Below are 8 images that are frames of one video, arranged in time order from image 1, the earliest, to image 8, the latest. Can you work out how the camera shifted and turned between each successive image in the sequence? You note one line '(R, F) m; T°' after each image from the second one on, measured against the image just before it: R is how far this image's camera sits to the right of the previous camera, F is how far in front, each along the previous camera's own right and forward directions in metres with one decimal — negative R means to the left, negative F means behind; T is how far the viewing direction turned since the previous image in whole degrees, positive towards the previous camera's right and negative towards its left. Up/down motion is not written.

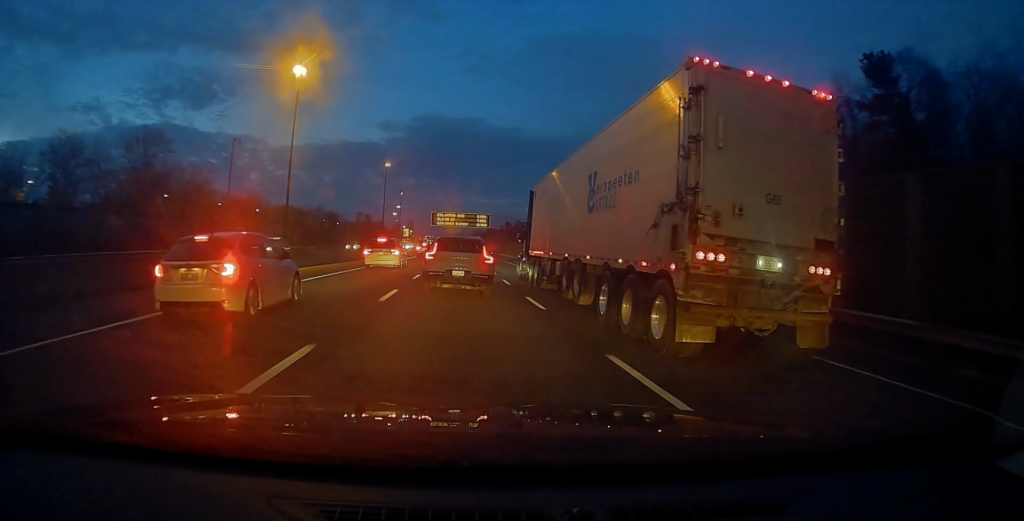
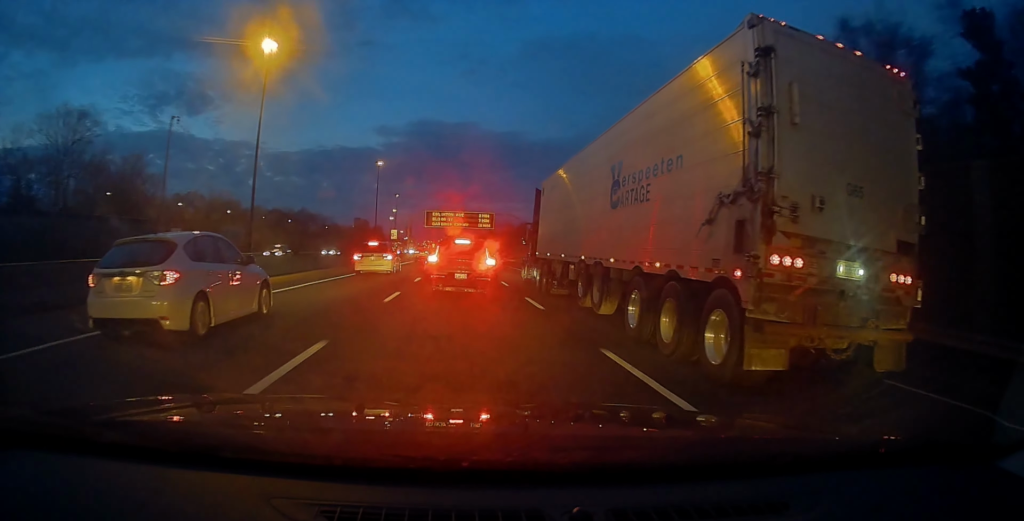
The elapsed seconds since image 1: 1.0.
(0.0, +18.2) m; -1°
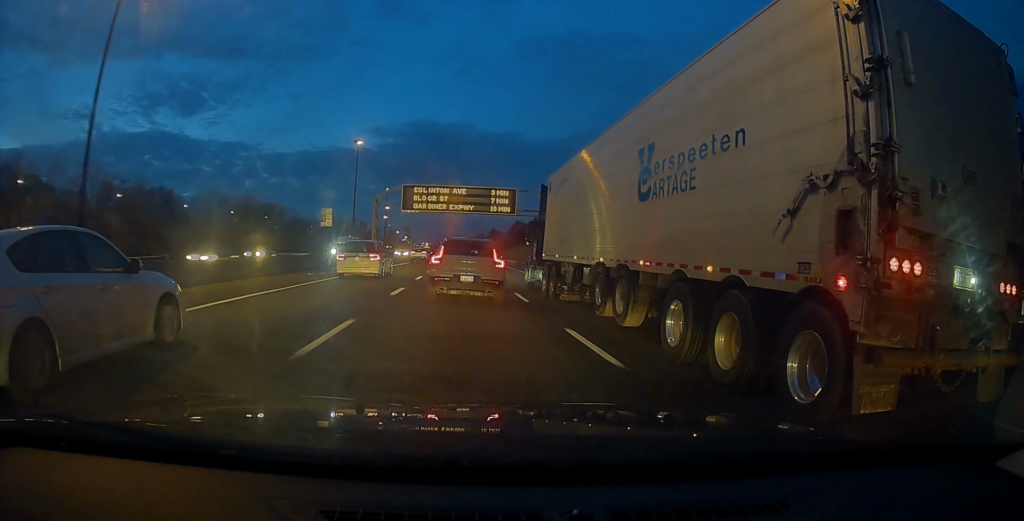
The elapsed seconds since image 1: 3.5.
(+0.8, +45.9) m; +1°
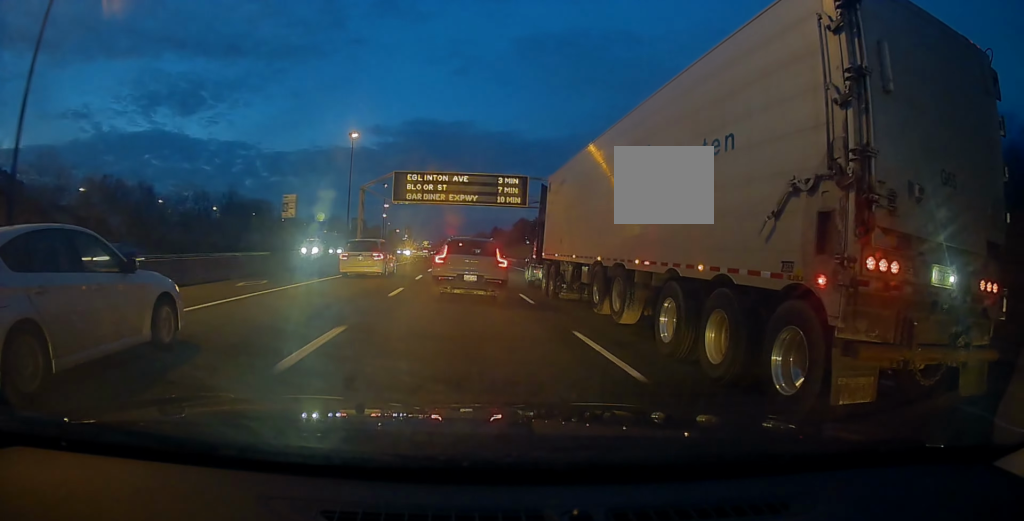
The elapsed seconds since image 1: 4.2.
(-0.1, +10.5) m; -1°
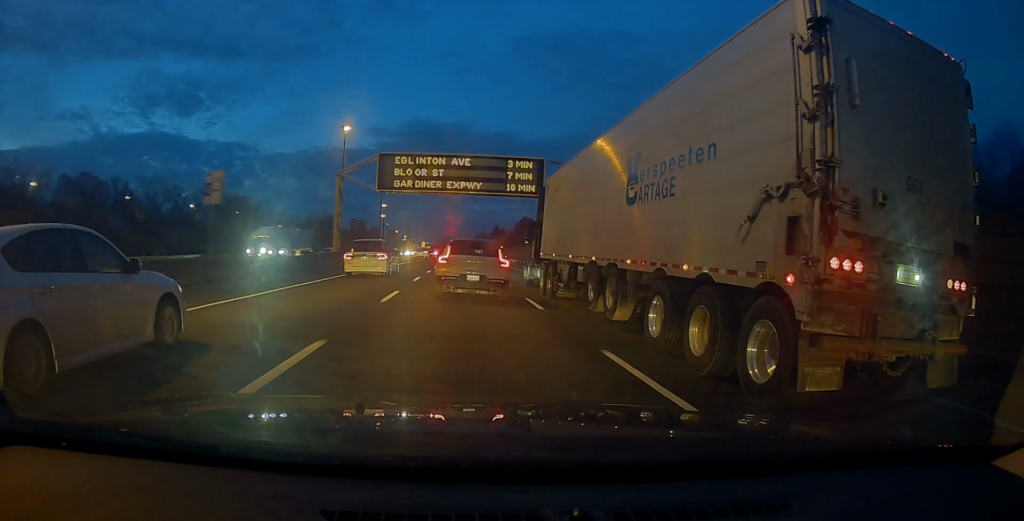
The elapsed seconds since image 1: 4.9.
(-0.3, +11.2) m; 0°
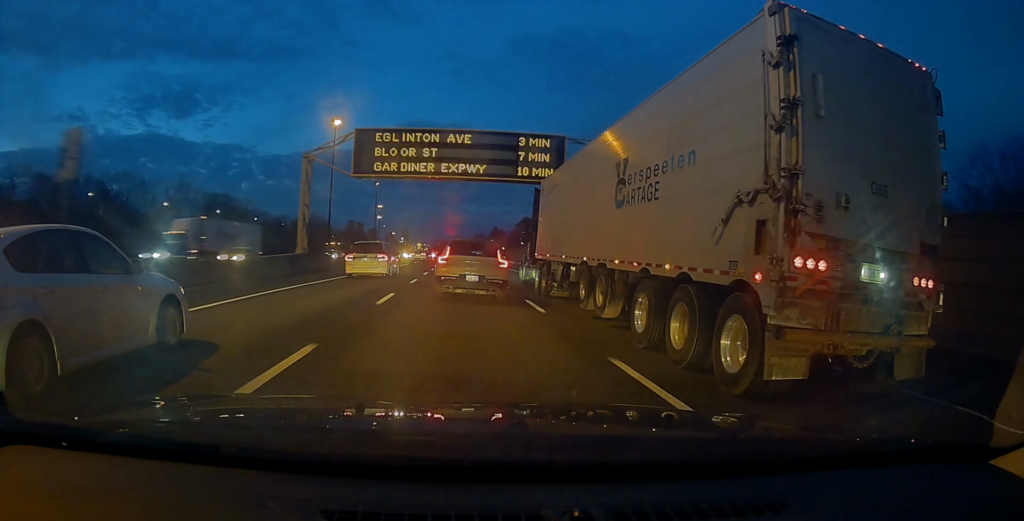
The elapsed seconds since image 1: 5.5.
(+0.1, +10.0) m; +1°
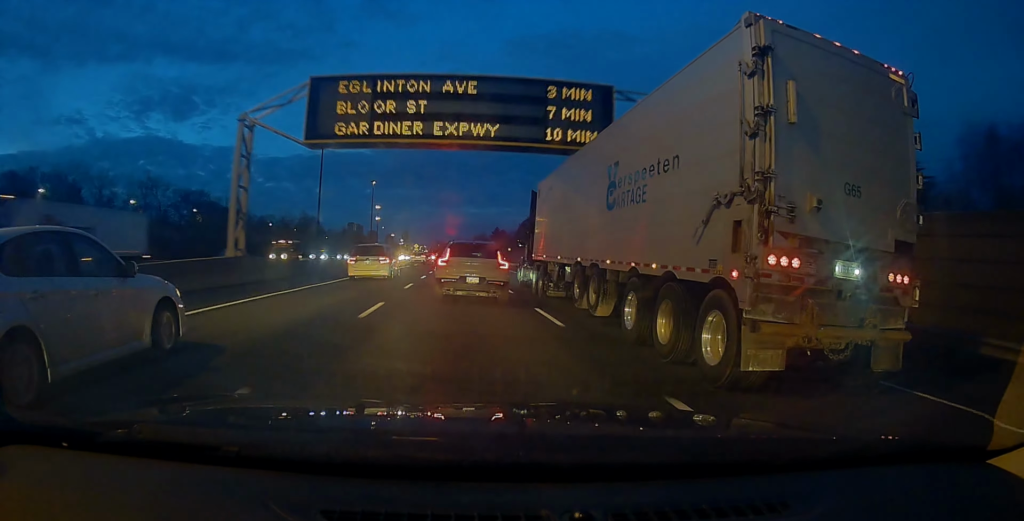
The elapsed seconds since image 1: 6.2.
(+0.1, +11.4) m; +1°
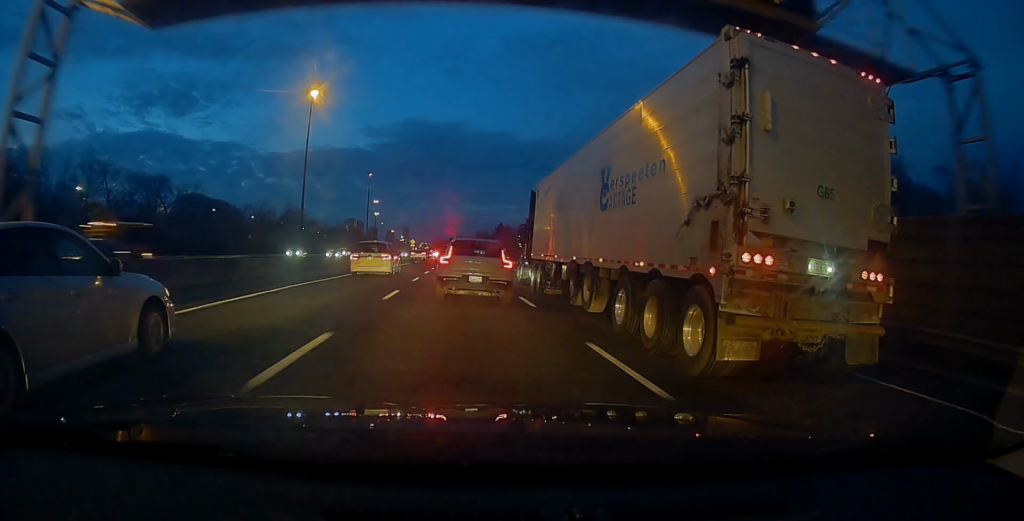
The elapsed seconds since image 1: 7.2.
(0.0, +14.9) m; 0°
